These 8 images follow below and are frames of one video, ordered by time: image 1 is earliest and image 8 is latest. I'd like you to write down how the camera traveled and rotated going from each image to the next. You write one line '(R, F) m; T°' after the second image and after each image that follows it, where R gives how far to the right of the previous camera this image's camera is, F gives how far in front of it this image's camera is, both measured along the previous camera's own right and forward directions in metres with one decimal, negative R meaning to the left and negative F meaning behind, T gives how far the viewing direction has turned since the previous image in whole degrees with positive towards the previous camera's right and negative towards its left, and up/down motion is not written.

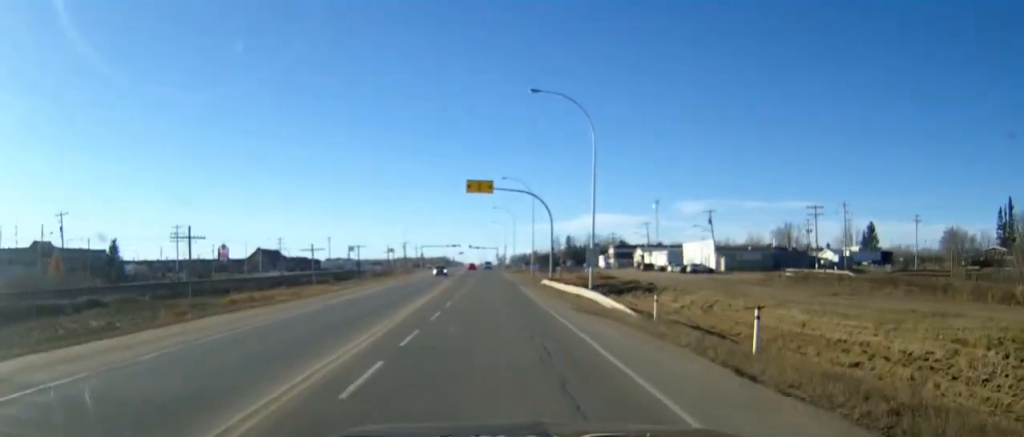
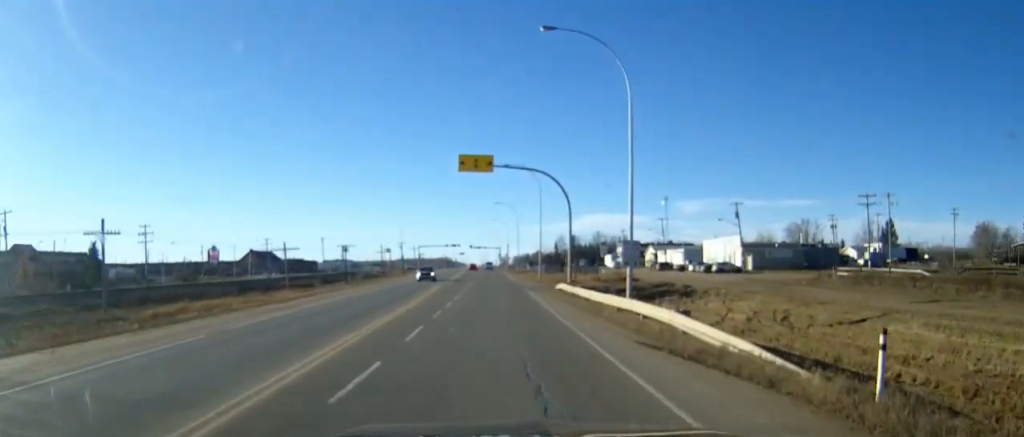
(0.0, +12.4) m; 0°
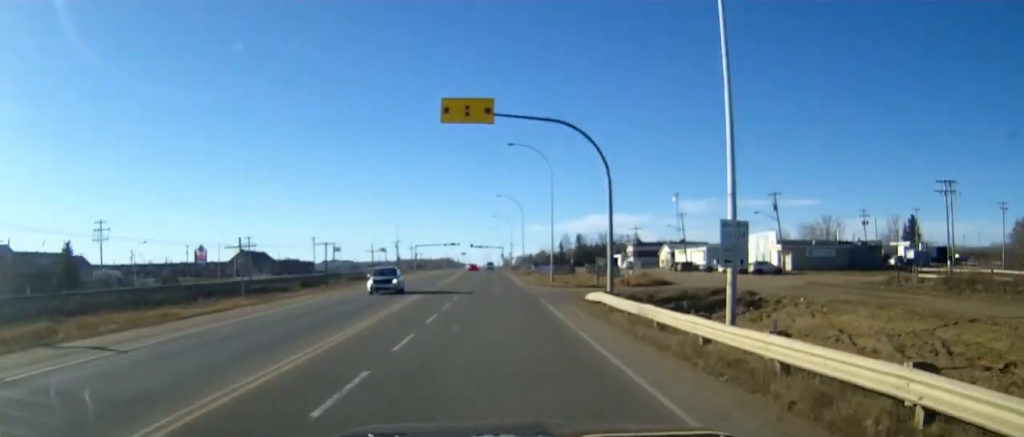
(0.0, +14.1) m; 0°
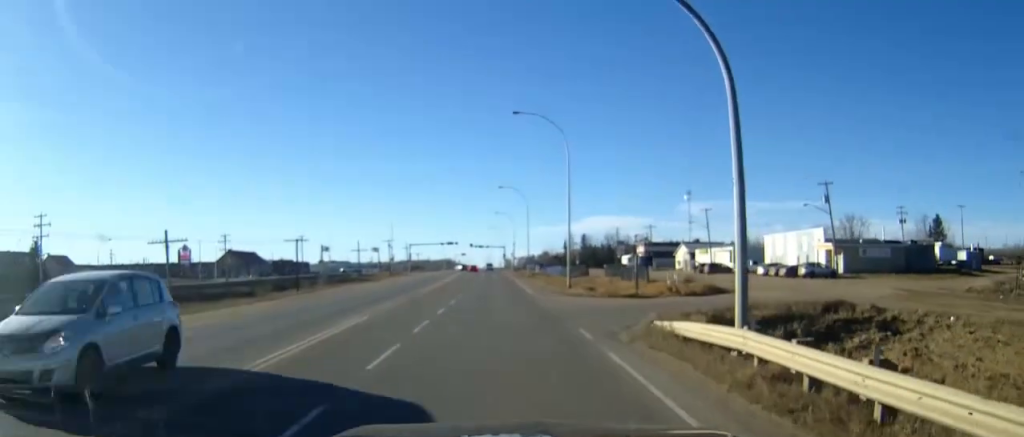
(0.0, +14.8) m; 0°
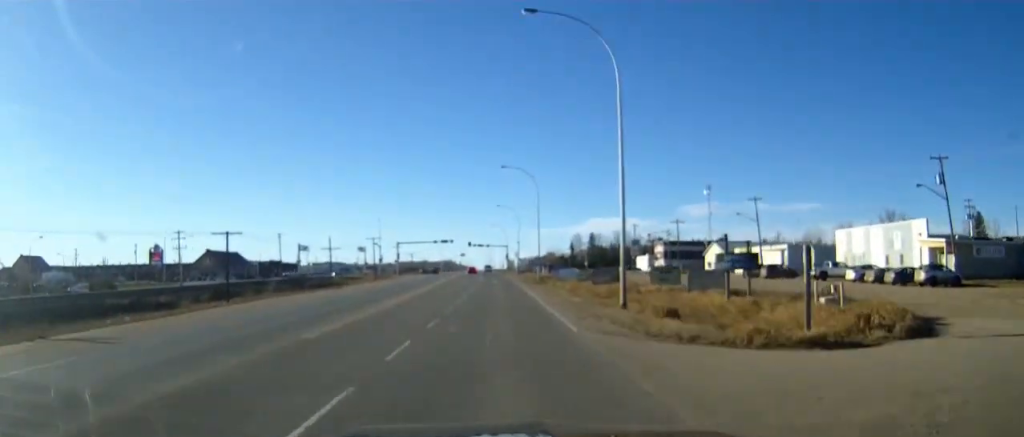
(0.0, +22.3) m; 0°
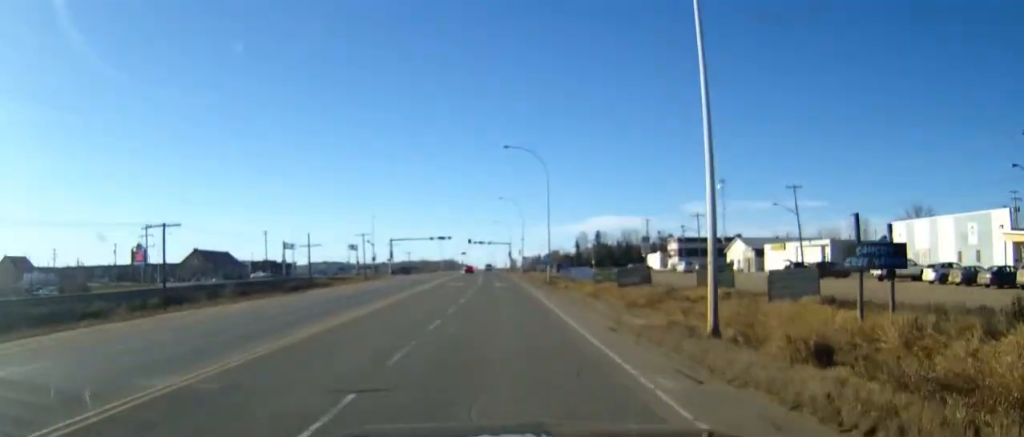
(0.0, +12.7) m; 0°
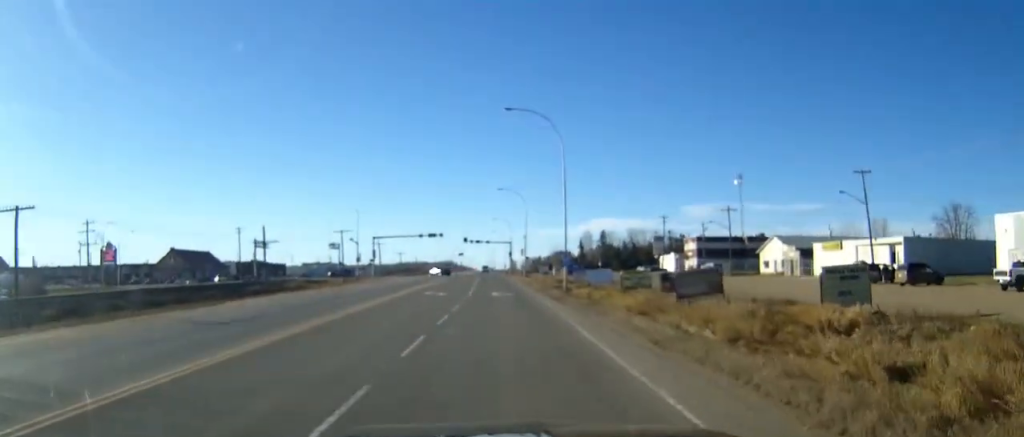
(-0.1, +17.3) m; 0°
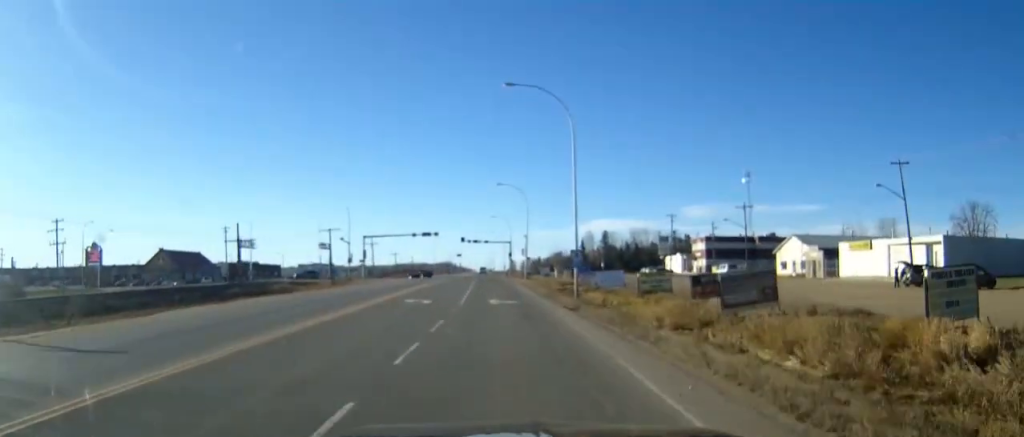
(0.0, +7.4) m; 0°
